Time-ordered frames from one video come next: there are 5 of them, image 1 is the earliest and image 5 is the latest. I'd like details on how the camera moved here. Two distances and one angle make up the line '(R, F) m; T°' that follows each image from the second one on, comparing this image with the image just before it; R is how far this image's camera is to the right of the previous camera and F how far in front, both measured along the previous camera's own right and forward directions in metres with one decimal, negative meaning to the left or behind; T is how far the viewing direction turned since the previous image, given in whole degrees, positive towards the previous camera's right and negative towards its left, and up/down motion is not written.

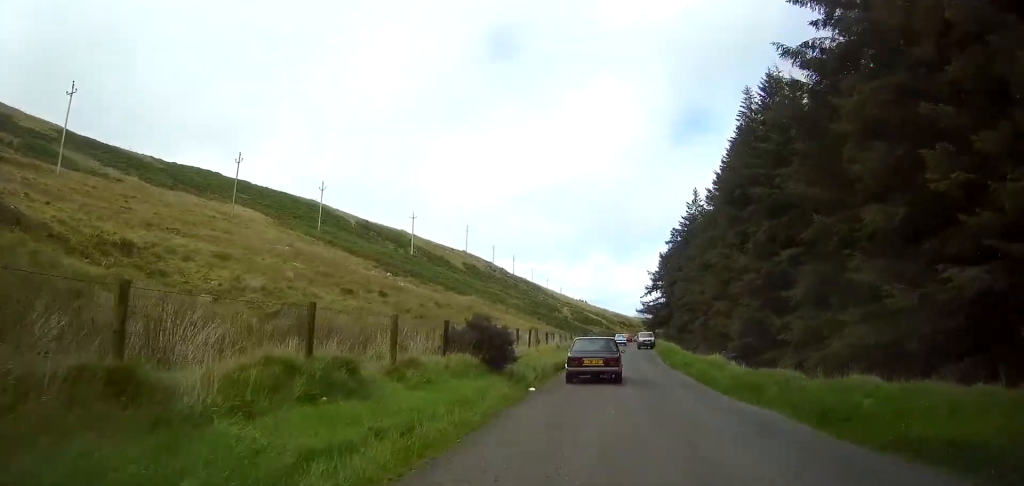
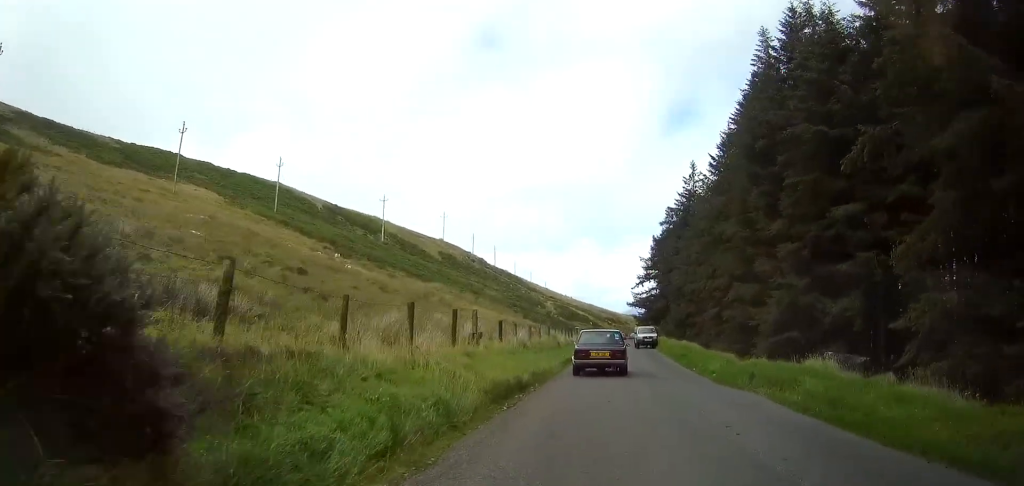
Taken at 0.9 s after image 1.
(+0.1, +13.7) m; +1°
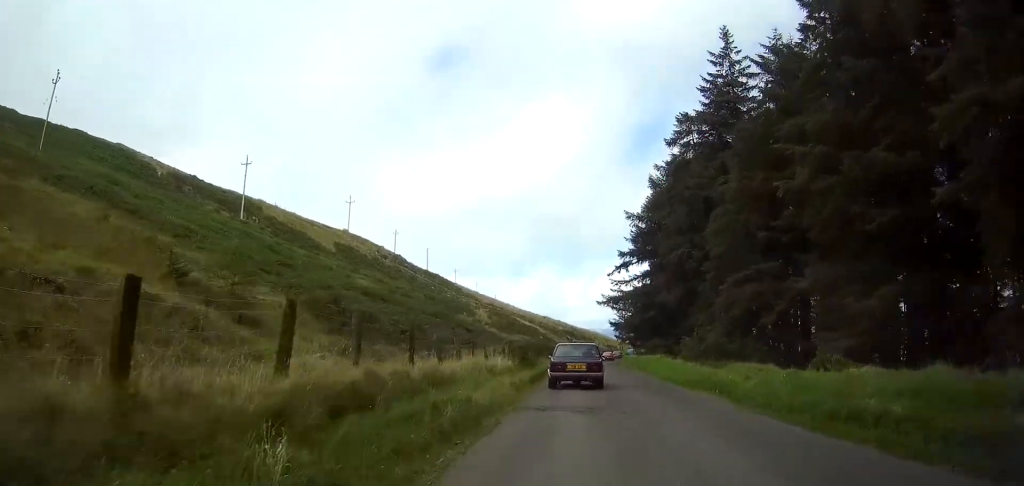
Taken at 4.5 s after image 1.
(+0.9, +55.6) m; +1°
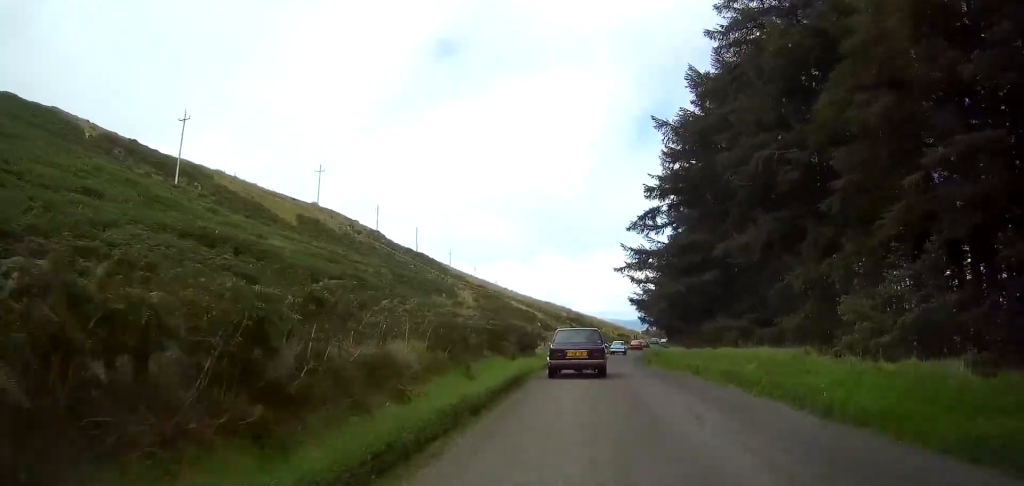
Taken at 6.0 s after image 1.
(-0.1, +22.6) m; 0°
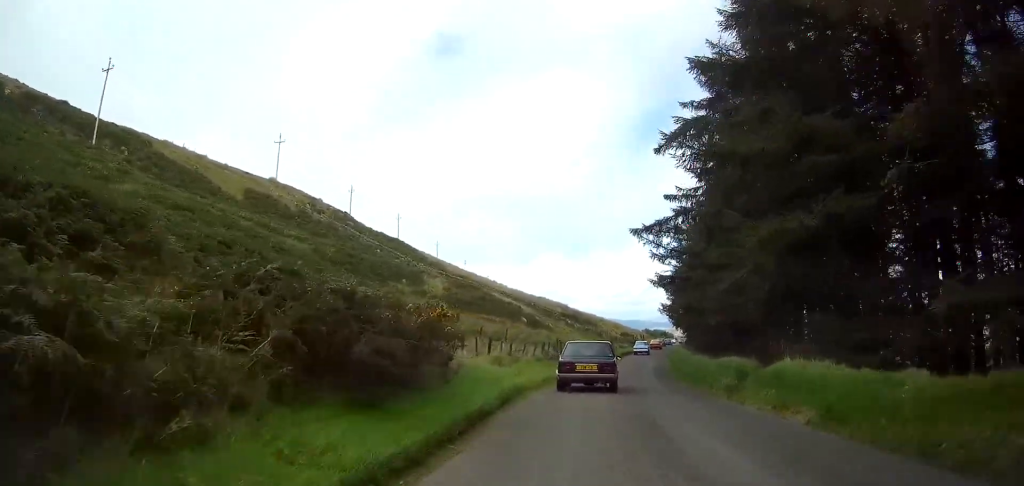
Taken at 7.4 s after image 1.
(+0.1, +19.6) m; +1°
